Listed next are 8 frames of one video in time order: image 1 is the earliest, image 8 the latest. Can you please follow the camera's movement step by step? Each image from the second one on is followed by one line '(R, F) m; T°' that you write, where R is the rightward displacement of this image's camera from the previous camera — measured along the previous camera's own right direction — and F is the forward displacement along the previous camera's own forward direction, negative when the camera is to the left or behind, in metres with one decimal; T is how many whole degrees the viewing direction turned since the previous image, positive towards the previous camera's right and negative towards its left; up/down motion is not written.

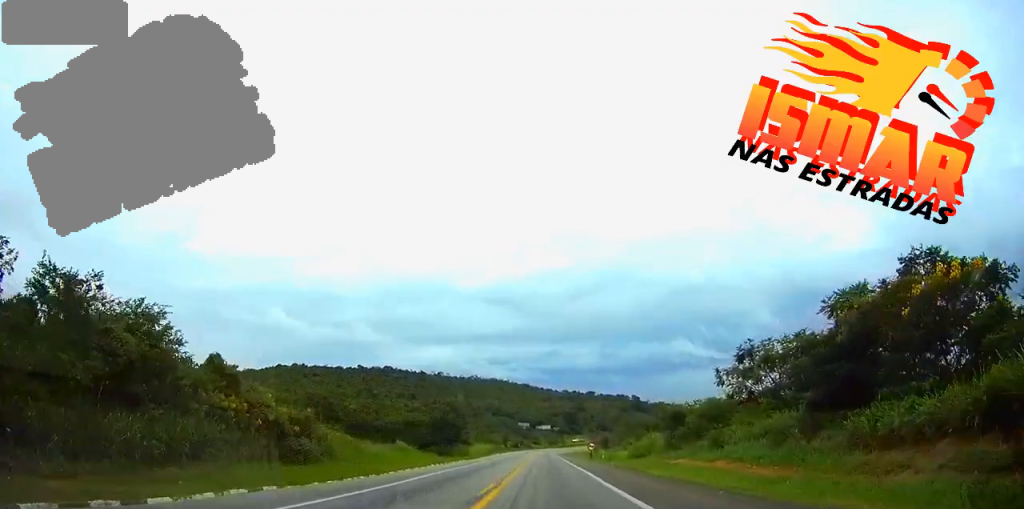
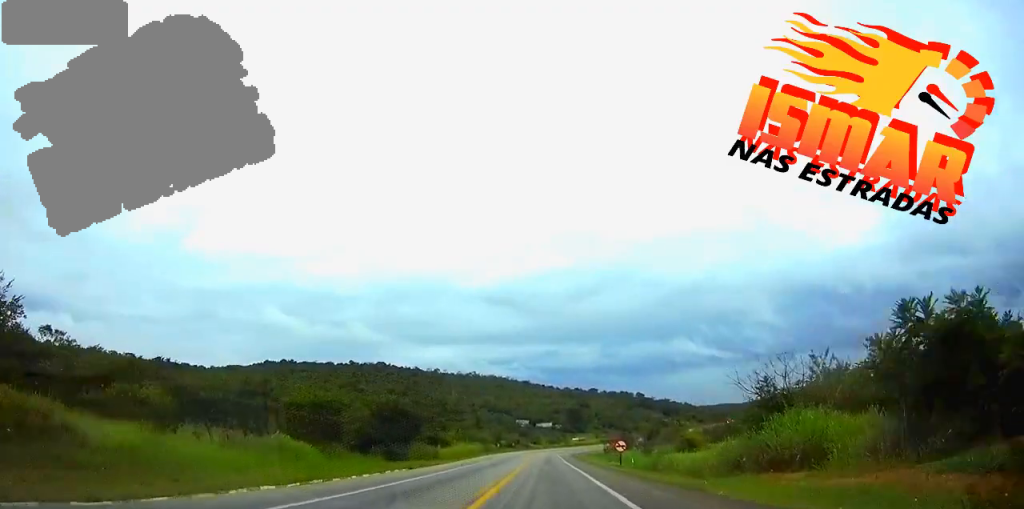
(0.0, +33.3) m; 0°
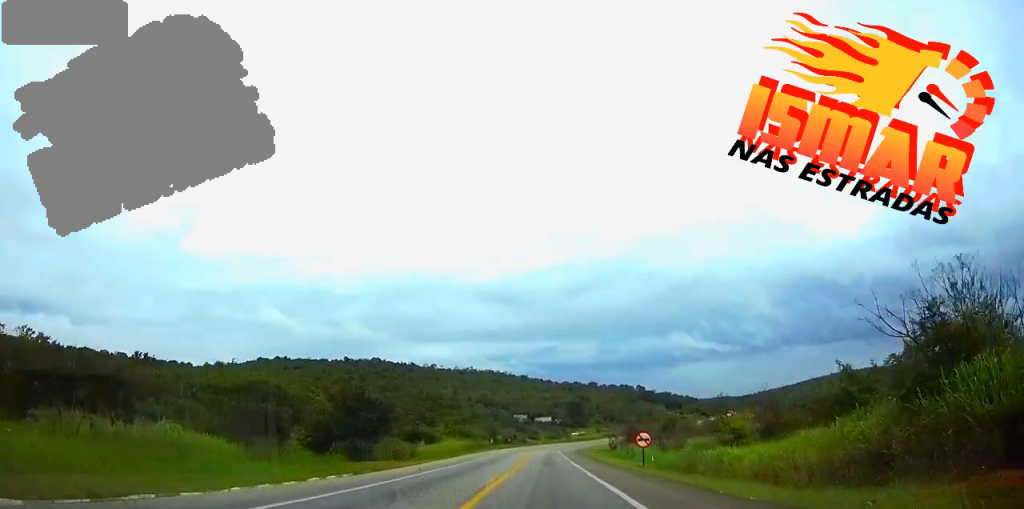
(0.0, +12.9) m; 0°
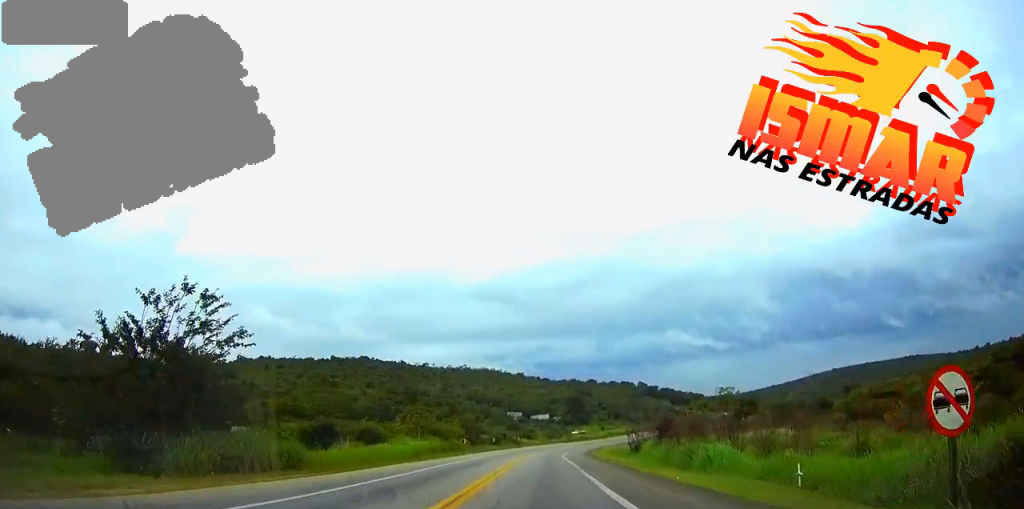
(-0.1, +32.0) m; 0°
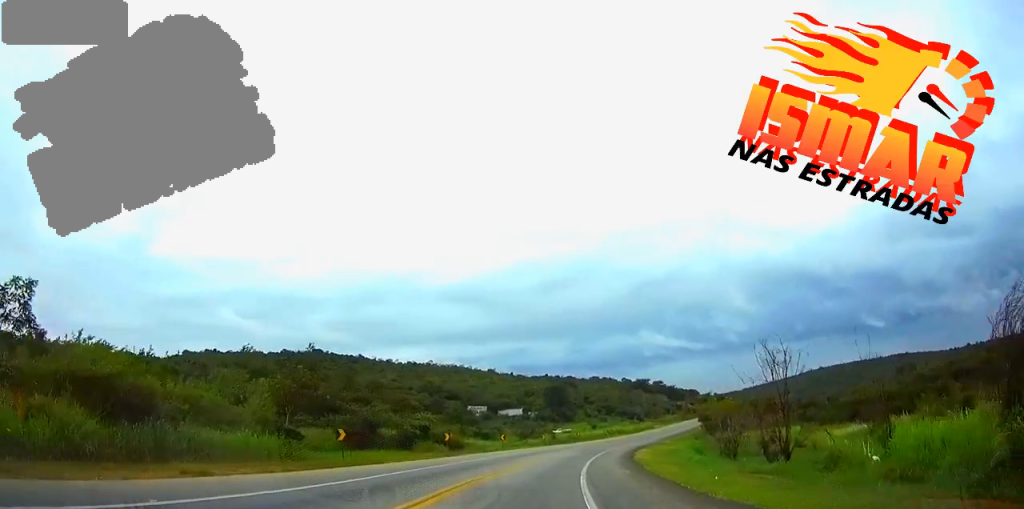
(+1.3, +64.8) m; +3°
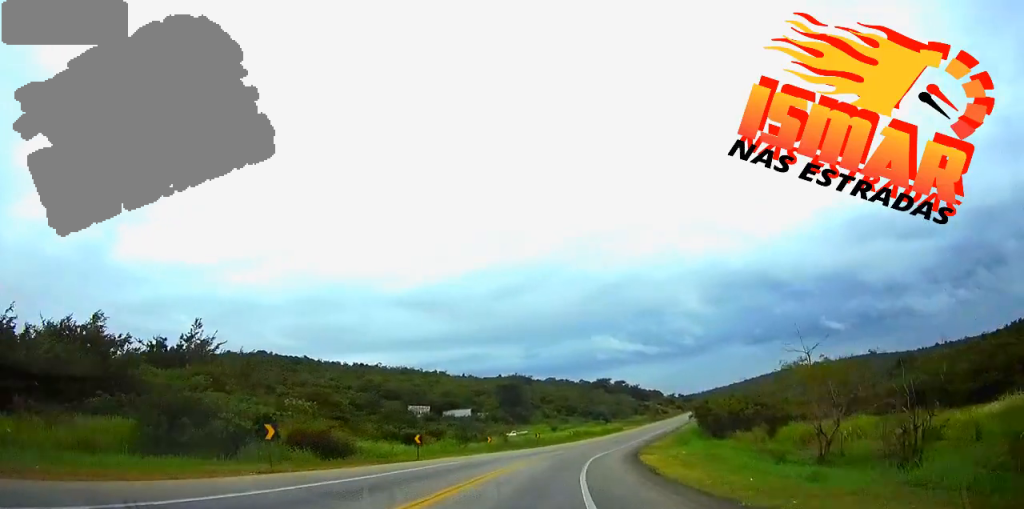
(+0.6, +27.6) m; +3°
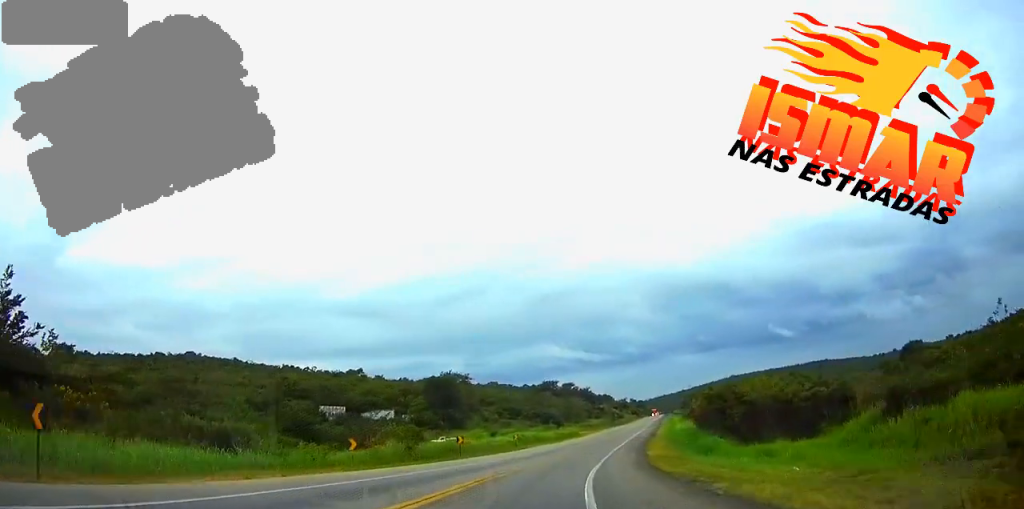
(+1.1, +31.9) m; +5°
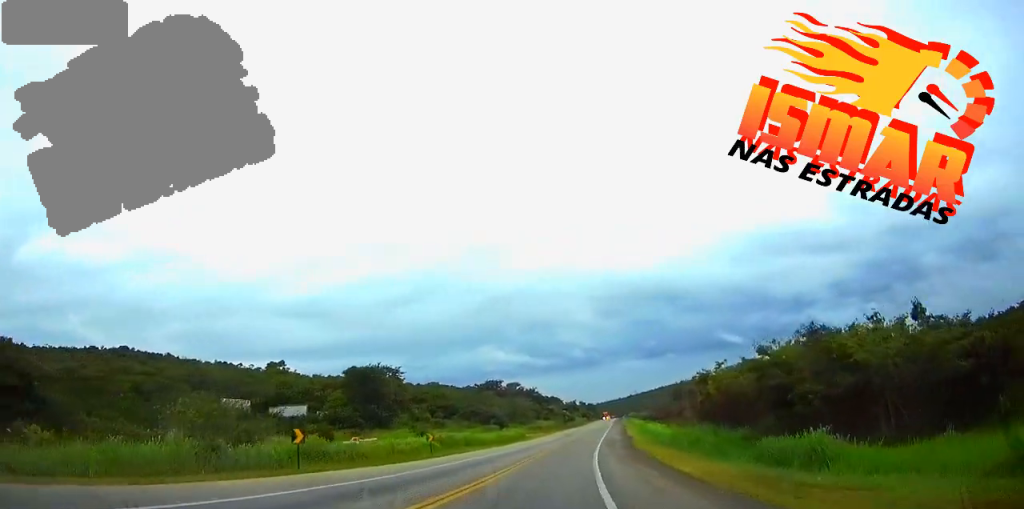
(+1.4, +25.5) m; +4°
